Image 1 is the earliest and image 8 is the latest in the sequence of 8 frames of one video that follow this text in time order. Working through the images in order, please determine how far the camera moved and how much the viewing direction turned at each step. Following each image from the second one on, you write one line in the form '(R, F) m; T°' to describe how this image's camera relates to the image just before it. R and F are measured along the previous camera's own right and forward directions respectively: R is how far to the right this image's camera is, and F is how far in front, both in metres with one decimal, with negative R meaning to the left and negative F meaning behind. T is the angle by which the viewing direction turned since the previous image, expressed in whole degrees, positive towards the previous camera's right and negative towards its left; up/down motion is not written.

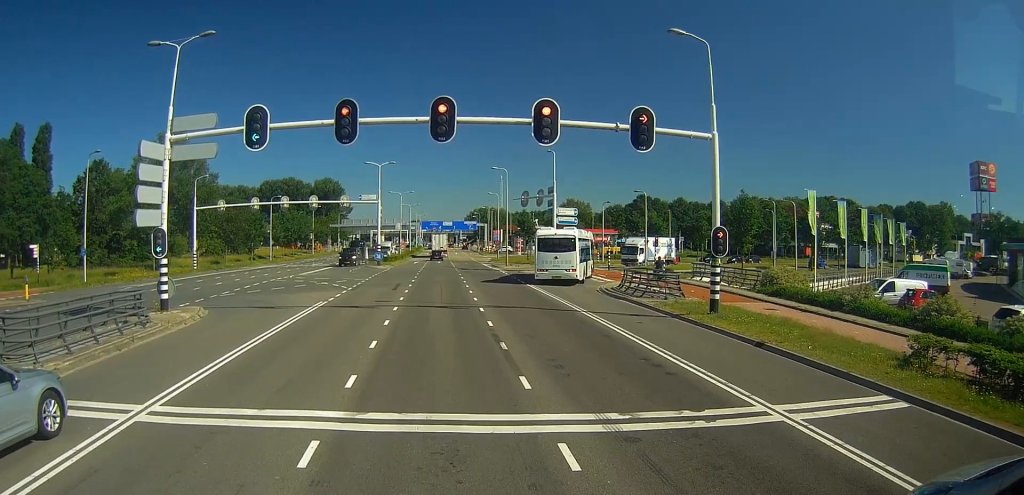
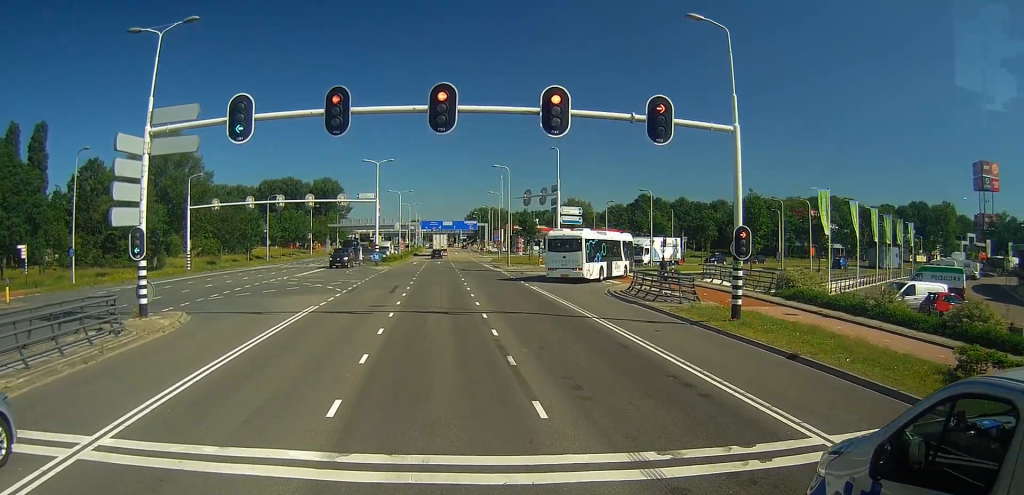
(-0.1, +1.9) m; -4°
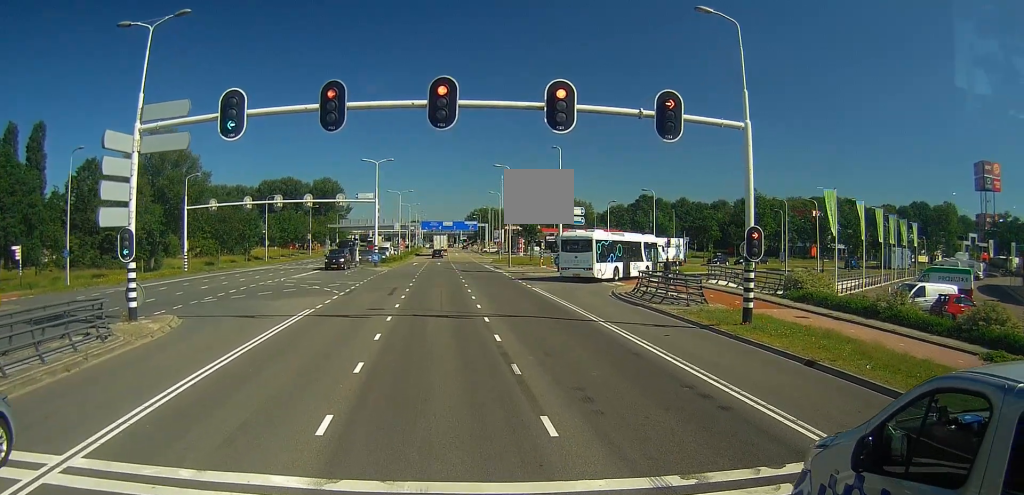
(0.0, +1.0) m; -1°
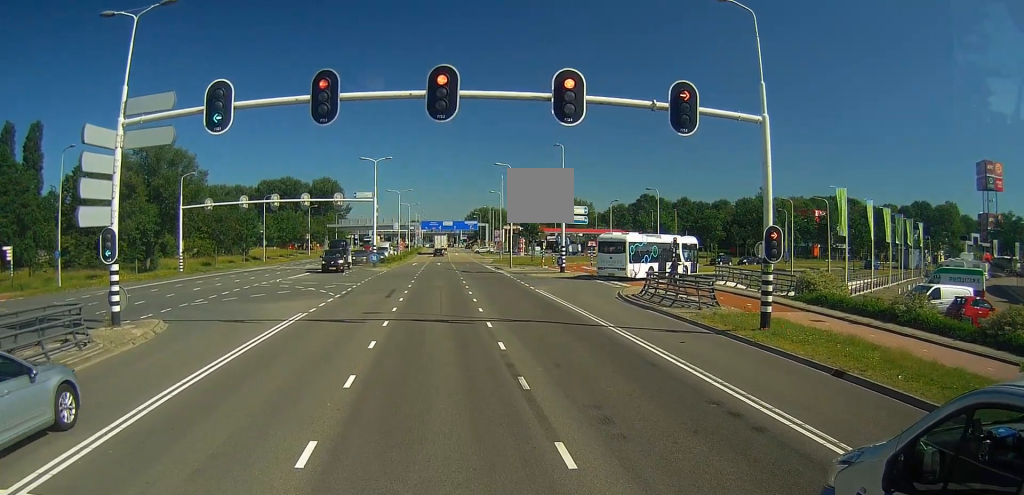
(0.0, +1.6) m; 0°
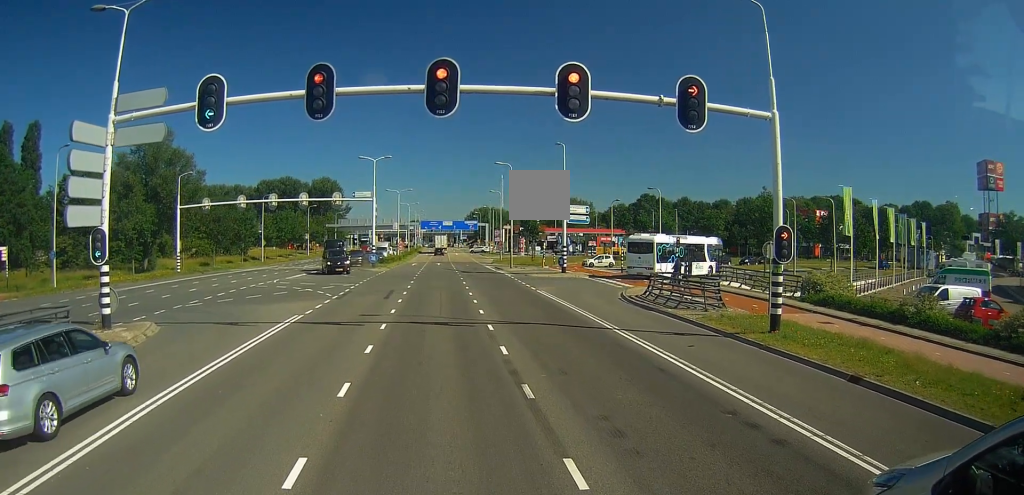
(0.0, +0.9) m; +2°
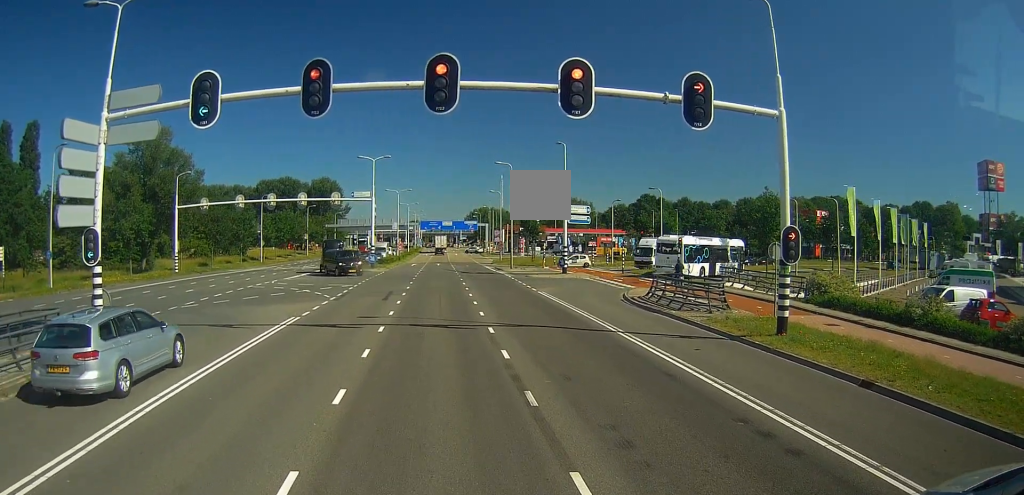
(0.0, +0.8) m; +2°
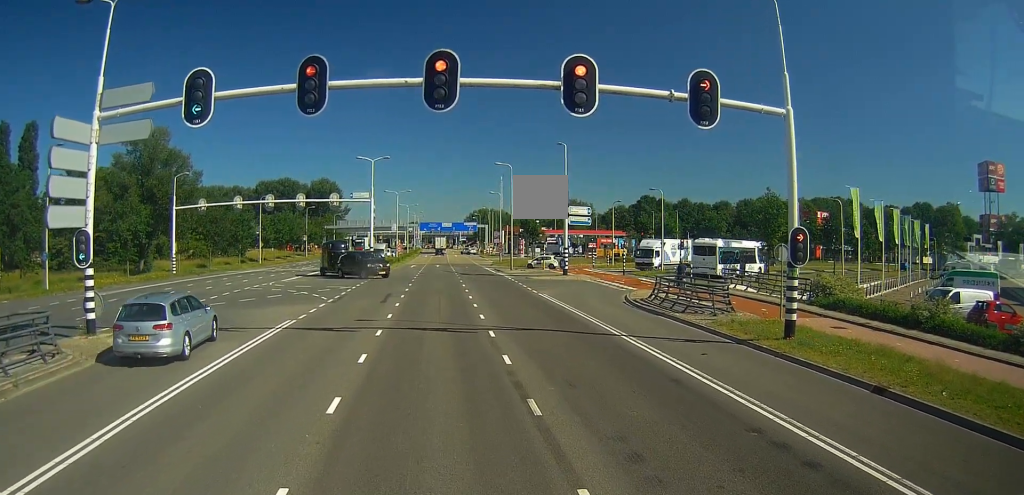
(+0.1, +0.9) m; 0°
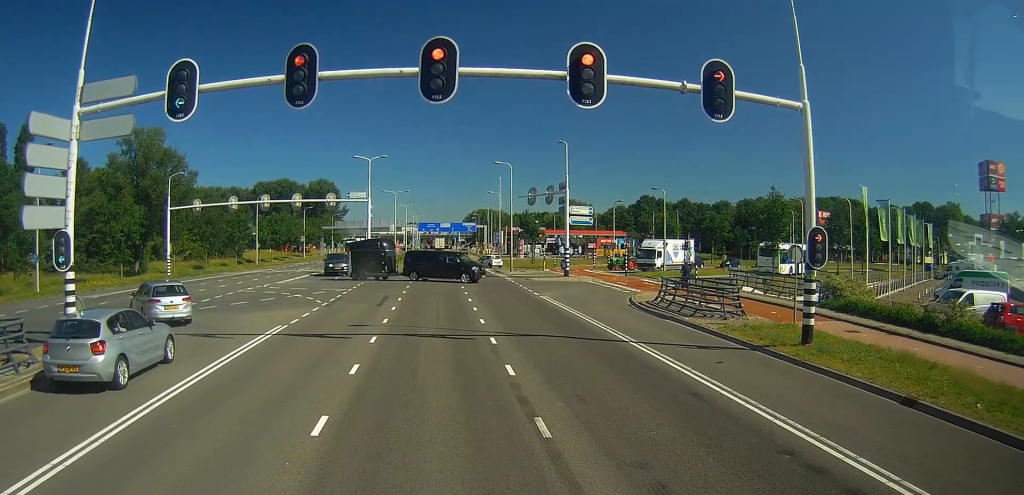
(0.0, +1.4) m; 0°
